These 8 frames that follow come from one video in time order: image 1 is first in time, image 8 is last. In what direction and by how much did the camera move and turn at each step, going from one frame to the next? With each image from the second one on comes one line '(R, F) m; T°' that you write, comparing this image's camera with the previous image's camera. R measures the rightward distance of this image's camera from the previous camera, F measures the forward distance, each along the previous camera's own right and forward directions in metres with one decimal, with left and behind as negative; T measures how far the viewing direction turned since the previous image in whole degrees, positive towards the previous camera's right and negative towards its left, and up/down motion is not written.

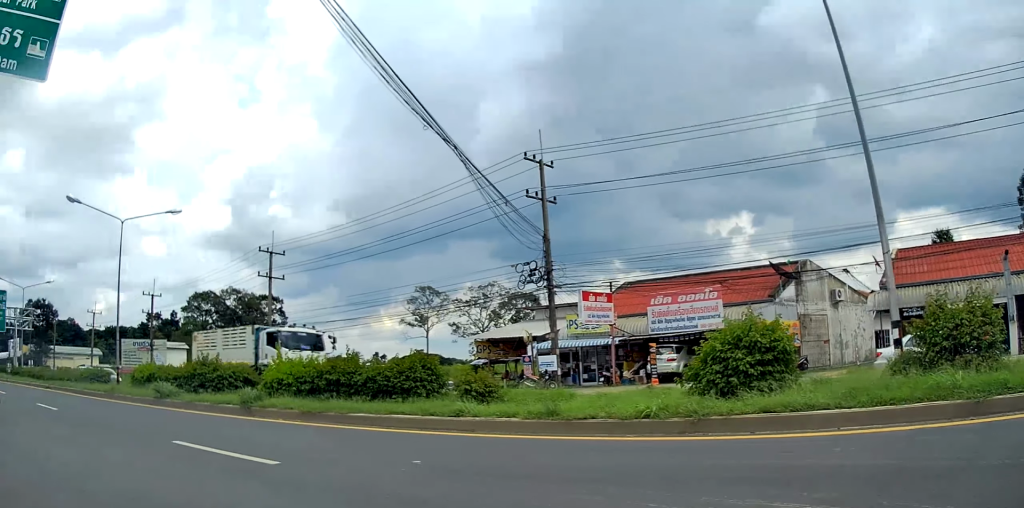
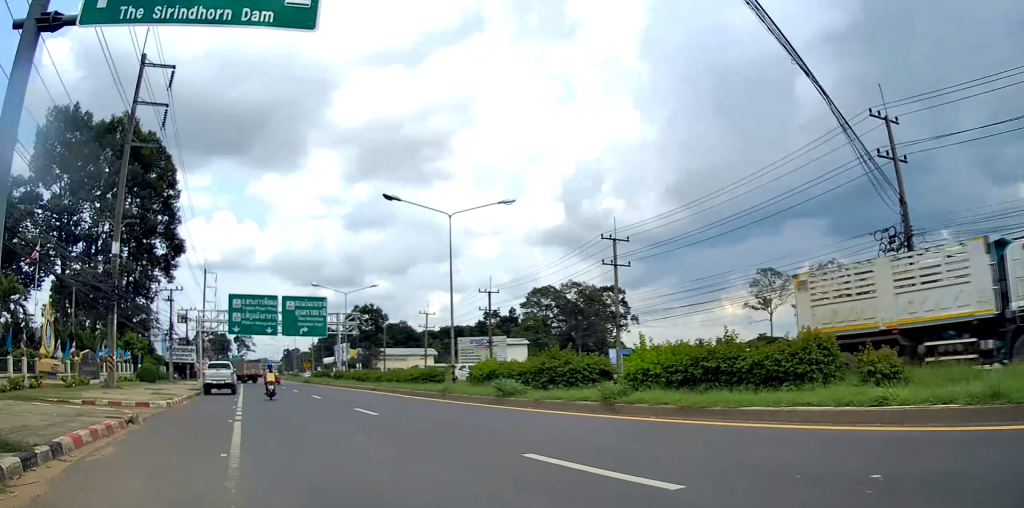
(+0.1, +3.3) m; -4°
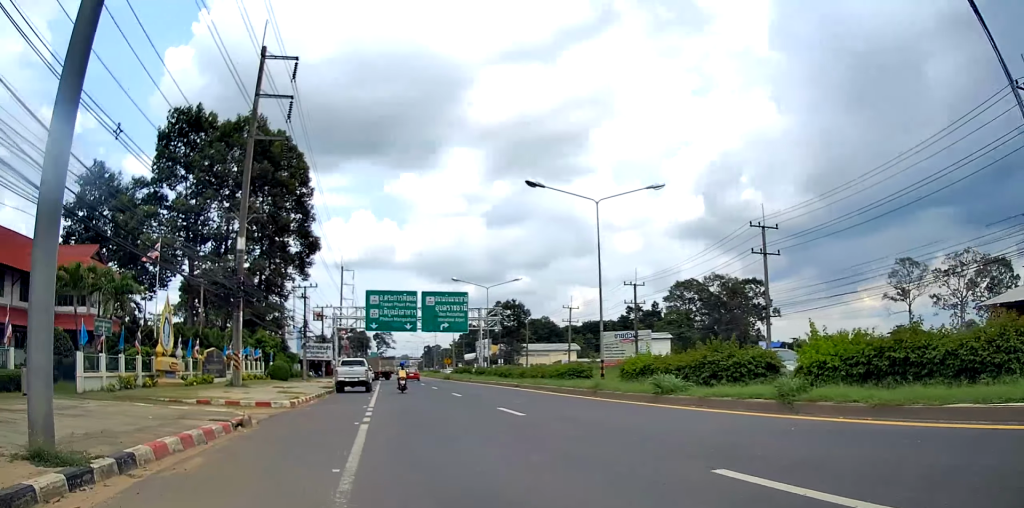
(-0.1, +2.1) m; -4°
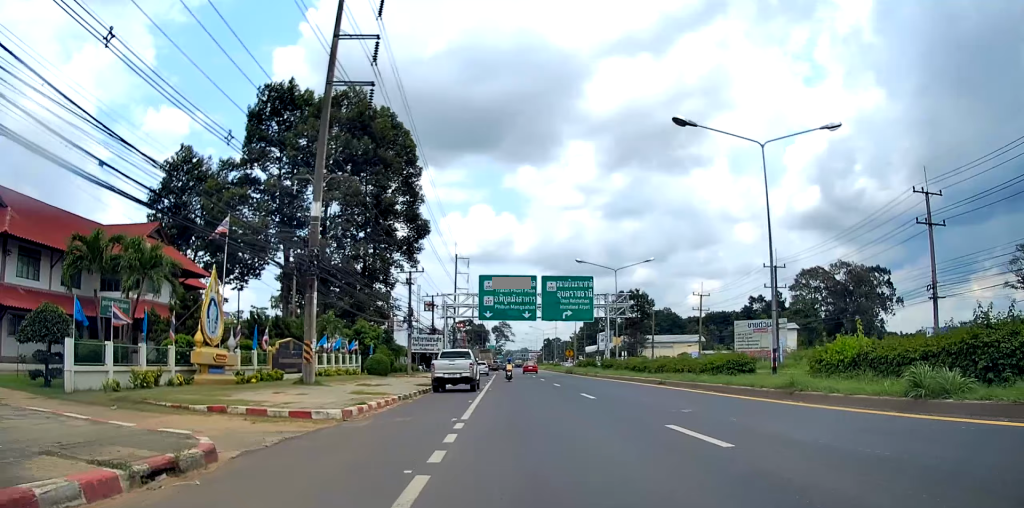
(-0.7, +7.4) m; -13°
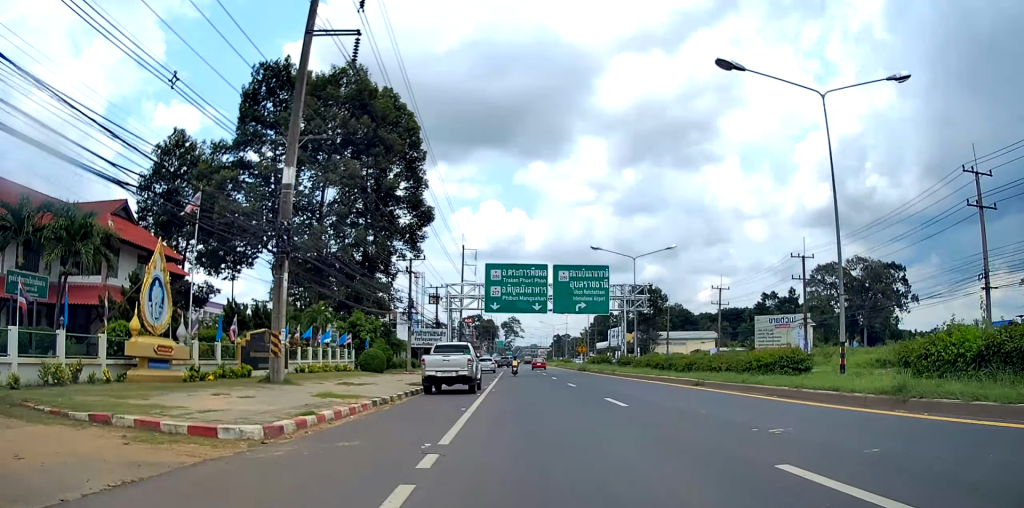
(-0.5, +4.7) m; -5°
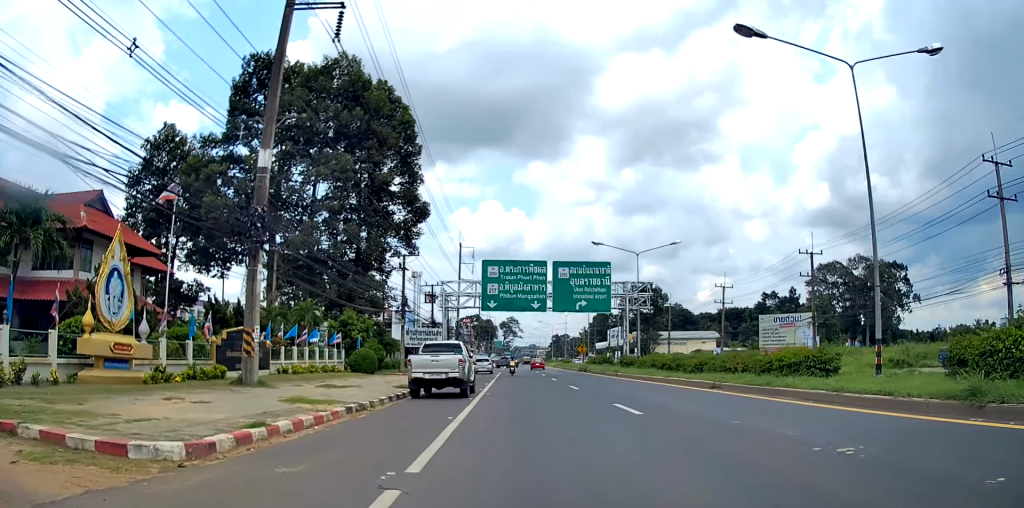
(-0.2, +2.3) m; -2°
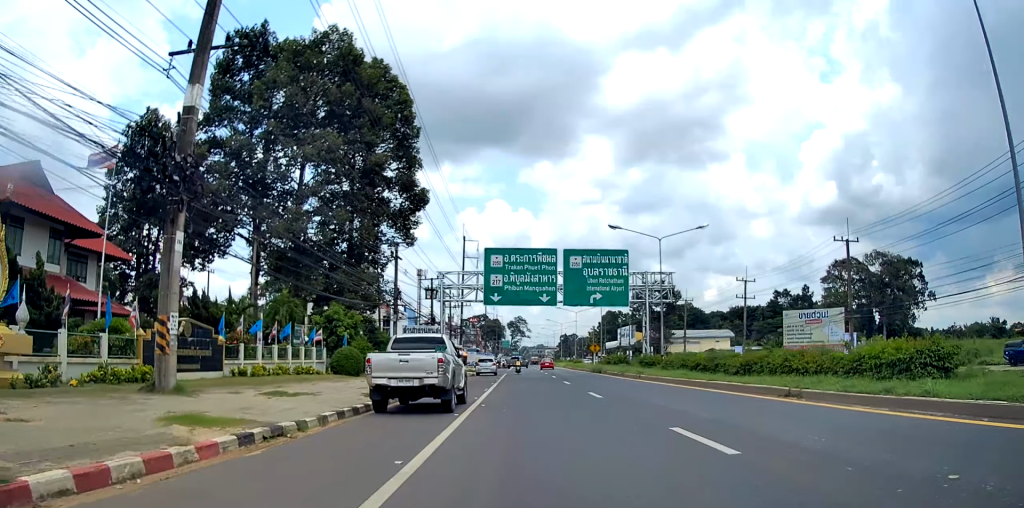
(+0.4, +5.9) m; +3°
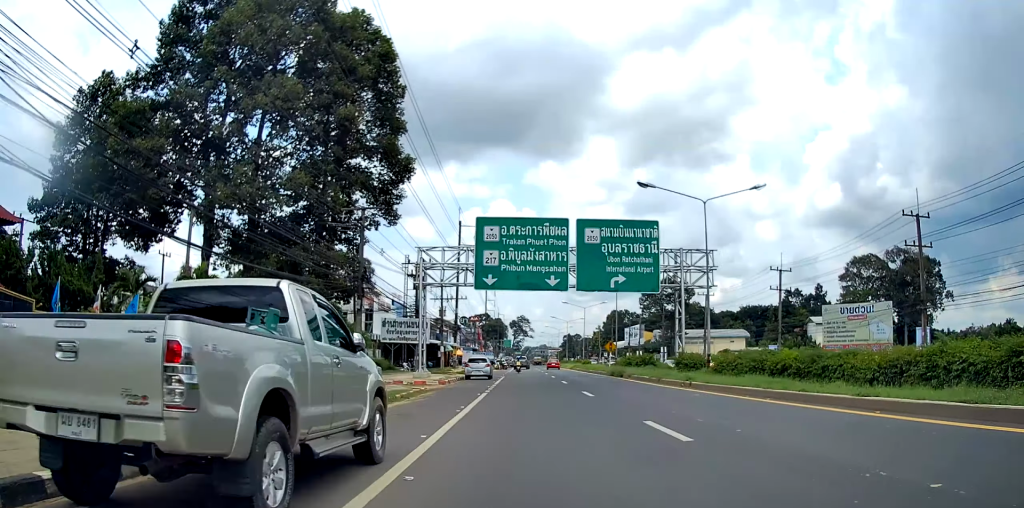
(0.0, +10.8) m; 0°
